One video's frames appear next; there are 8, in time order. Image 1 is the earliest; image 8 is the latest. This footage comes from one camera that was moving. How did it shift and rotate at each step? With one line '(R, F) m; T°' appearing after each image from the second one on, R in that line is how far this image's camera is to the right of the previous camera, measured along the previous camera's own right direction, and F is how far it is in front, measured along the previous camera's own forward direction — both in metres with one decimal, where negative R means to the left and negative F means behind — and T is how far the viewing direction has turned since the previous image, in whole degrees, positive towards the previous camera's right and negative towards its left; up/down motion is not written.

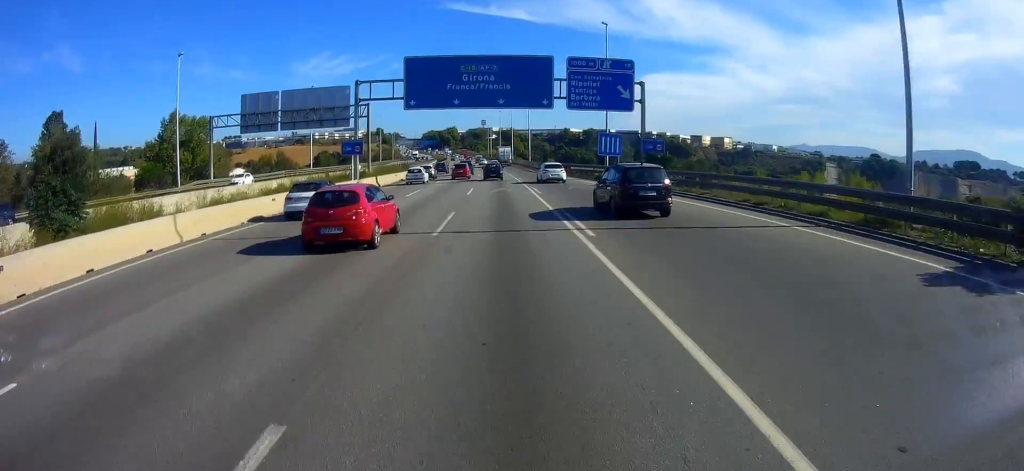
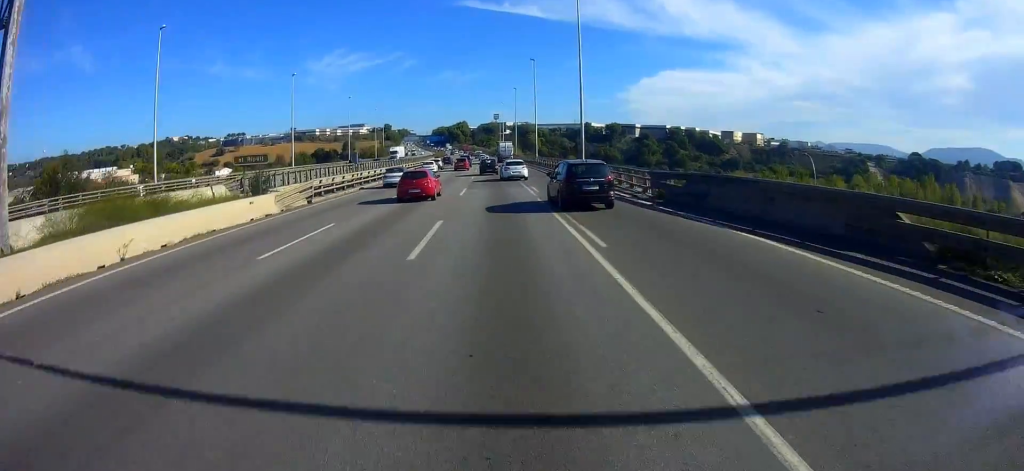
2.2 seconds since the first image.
(-0.6, +50.3) m; -2°
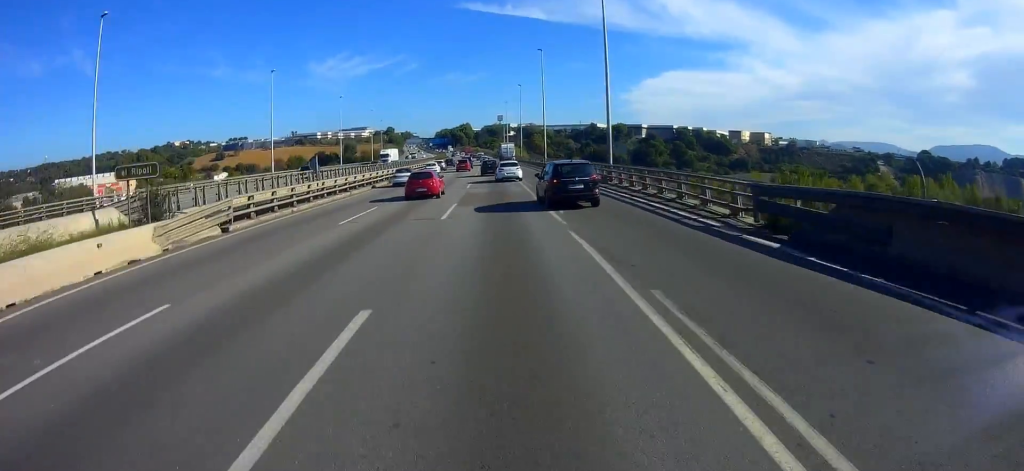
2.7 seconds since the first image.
(0.0, +9.9) m; -1°
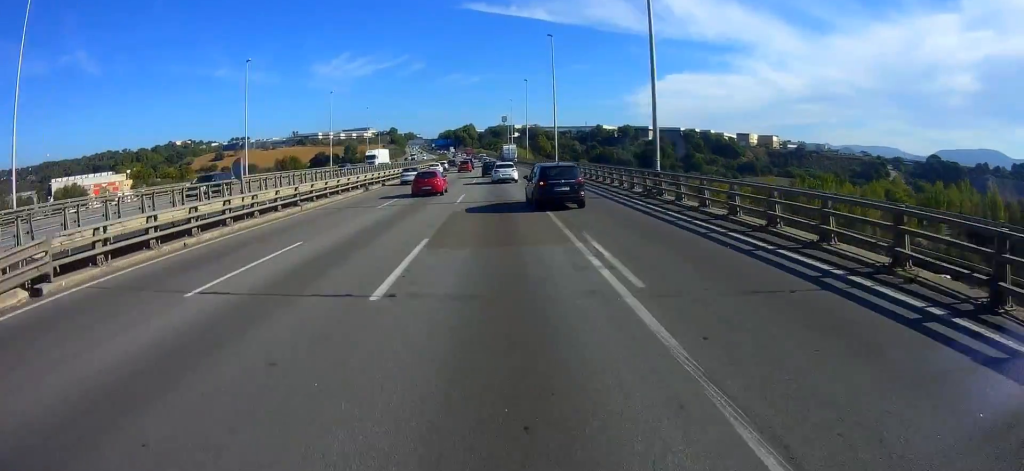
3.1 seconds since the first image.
(-0.2, +10.0) m; 0°
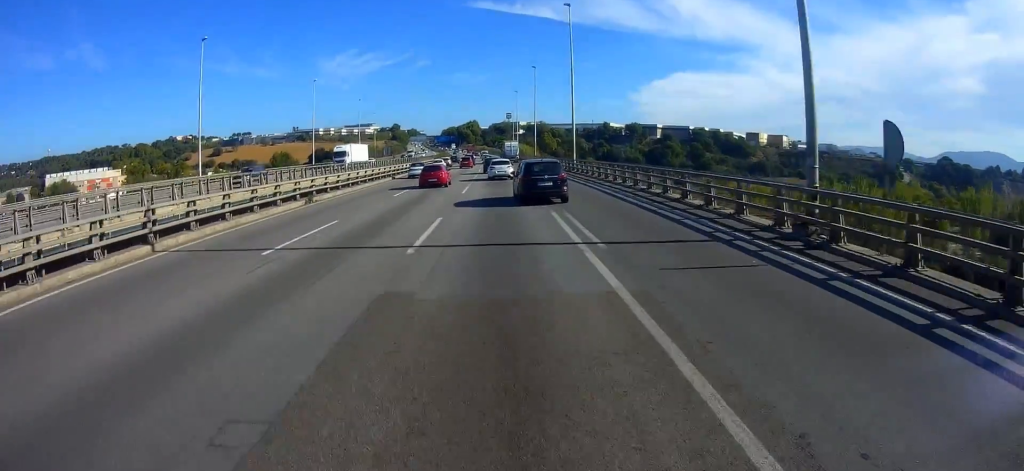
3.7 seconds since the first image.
(-0.1, +12.7) m; 0°
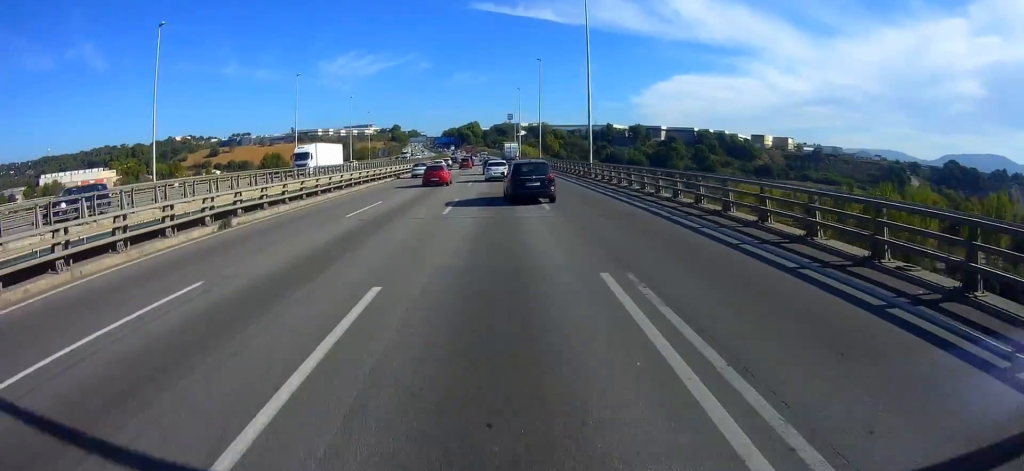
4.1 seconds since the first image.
(+0.2, +9.1) m; 0°
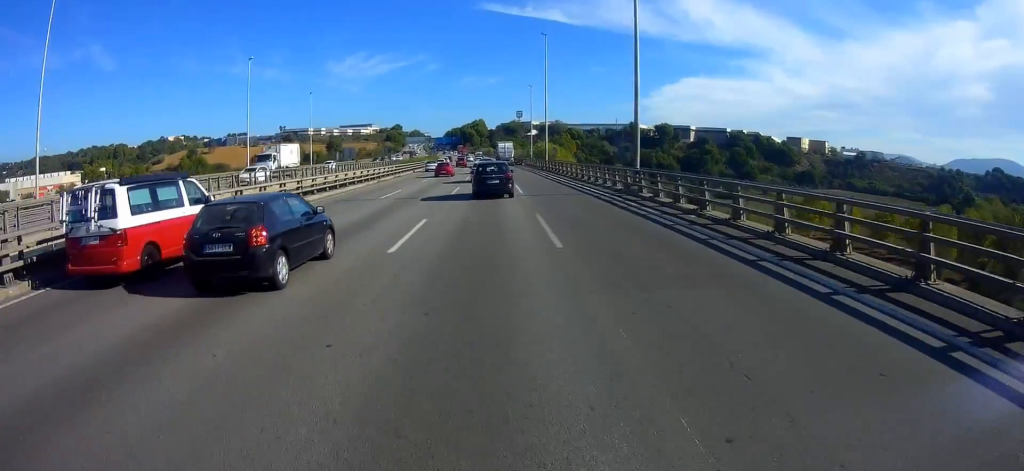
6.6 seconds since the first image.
(-0.6, +56.7) m; -1°
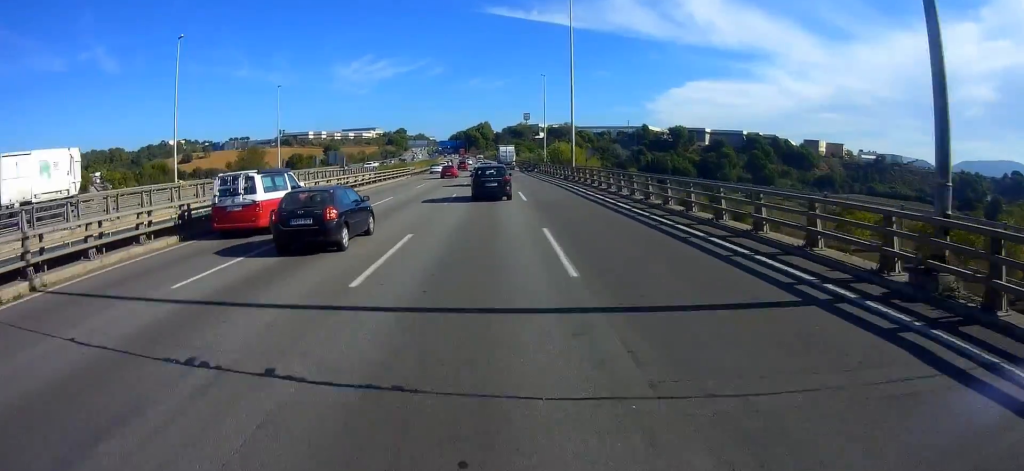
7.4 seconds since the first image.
(0.0, +18.9) m; -2°
